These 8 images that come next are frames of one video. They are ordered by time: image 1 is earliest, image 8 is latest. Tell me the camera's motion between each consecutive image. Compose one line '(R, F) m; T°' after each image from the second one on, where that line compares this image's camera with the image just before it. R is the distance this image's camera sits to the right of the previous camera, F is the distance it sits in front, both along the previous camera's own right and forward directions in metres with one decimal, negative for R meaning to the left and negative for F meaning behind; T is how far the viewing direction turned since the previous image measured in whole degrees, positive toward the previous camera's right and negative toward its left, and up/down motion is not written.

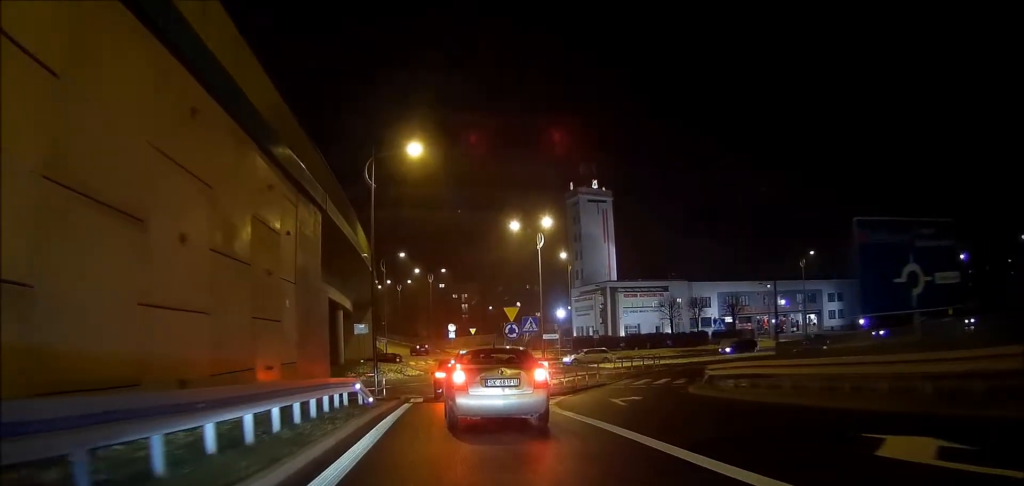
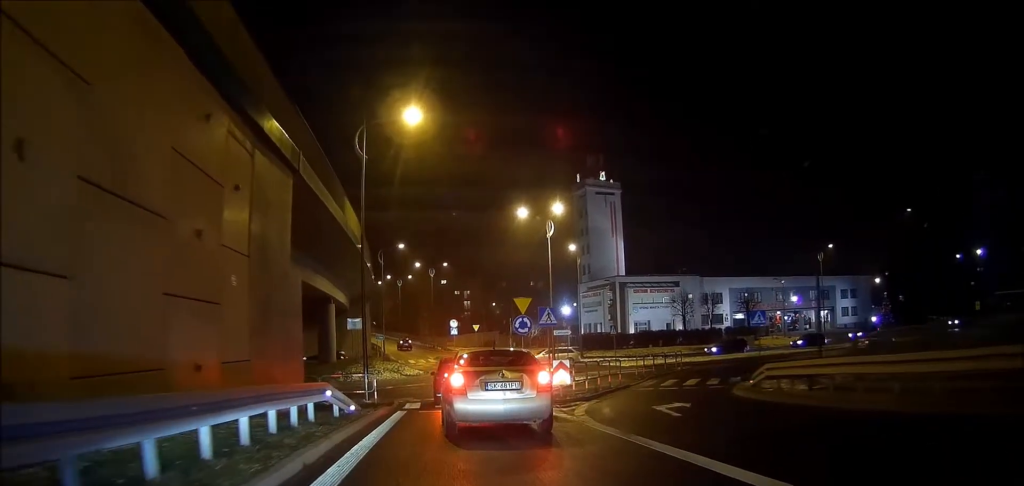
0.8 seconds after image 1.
(0.0, +4.0) m; 0°
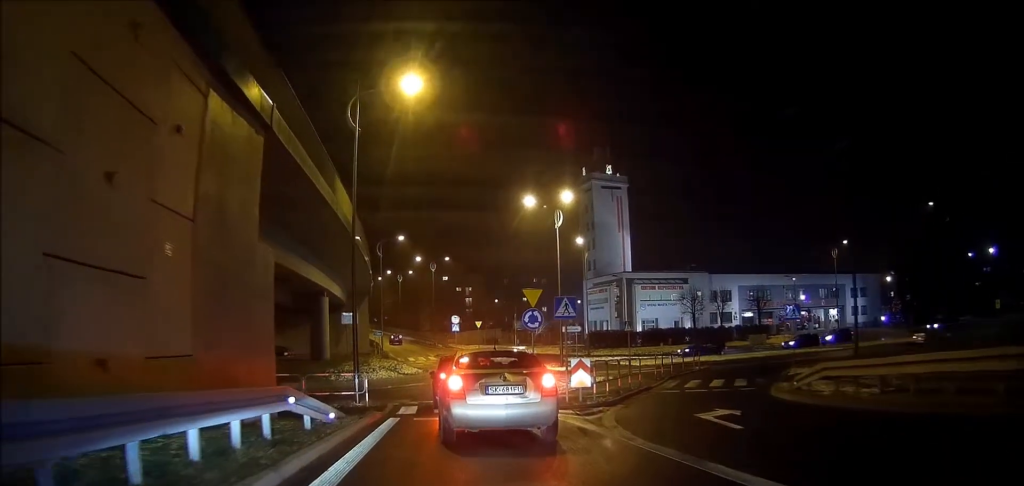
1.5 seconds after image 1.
(0.0, +3.1) m; -1°
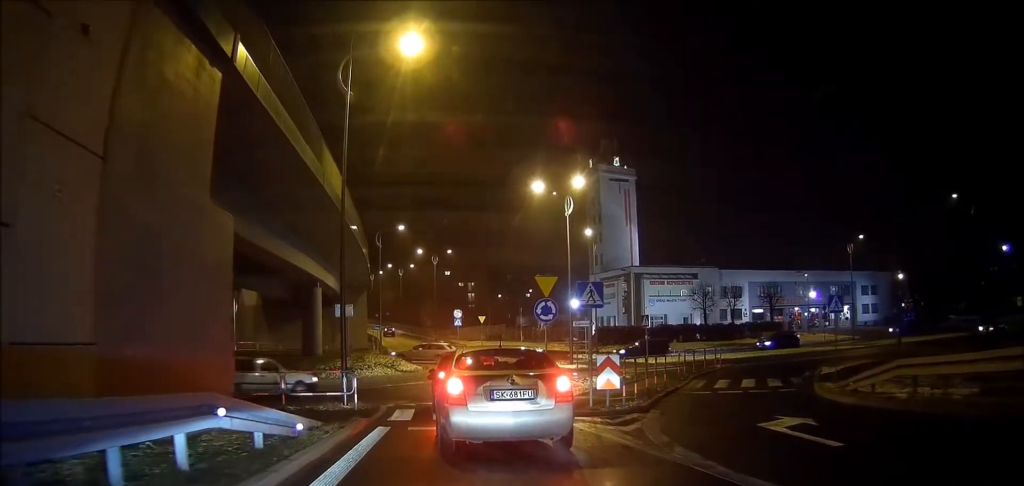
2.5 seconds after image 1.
(0.0, +3.2) m; 0°
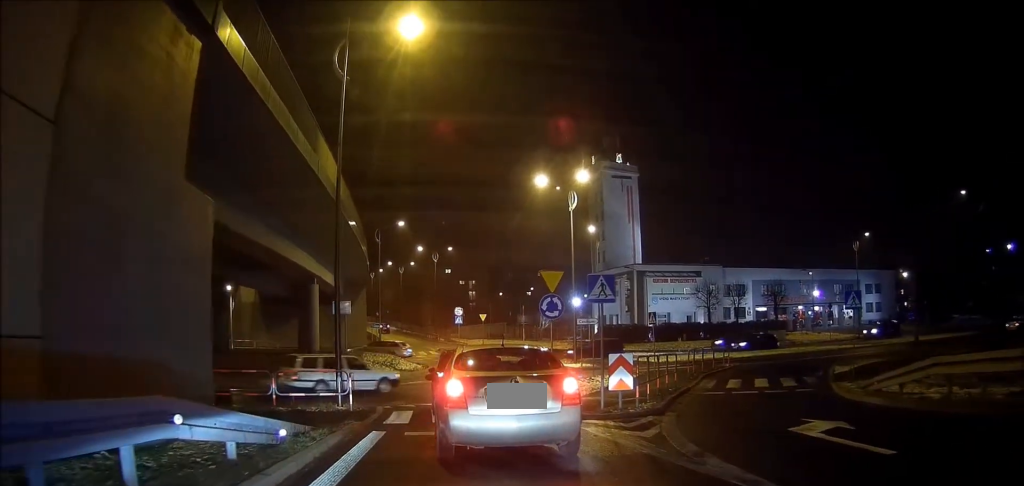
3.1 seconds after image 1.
(0.0, +1.2) m; +1°
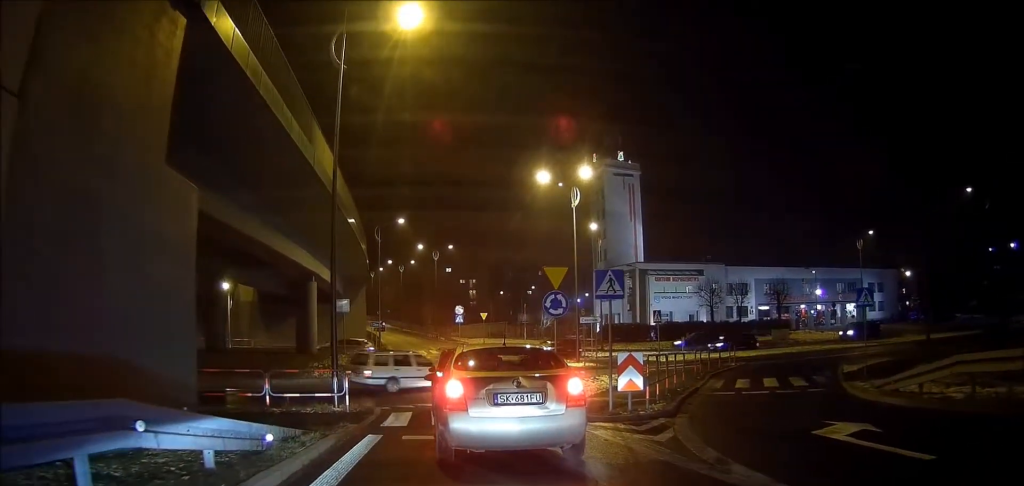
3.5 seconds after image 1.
(0.0, +1.0) m; +1°
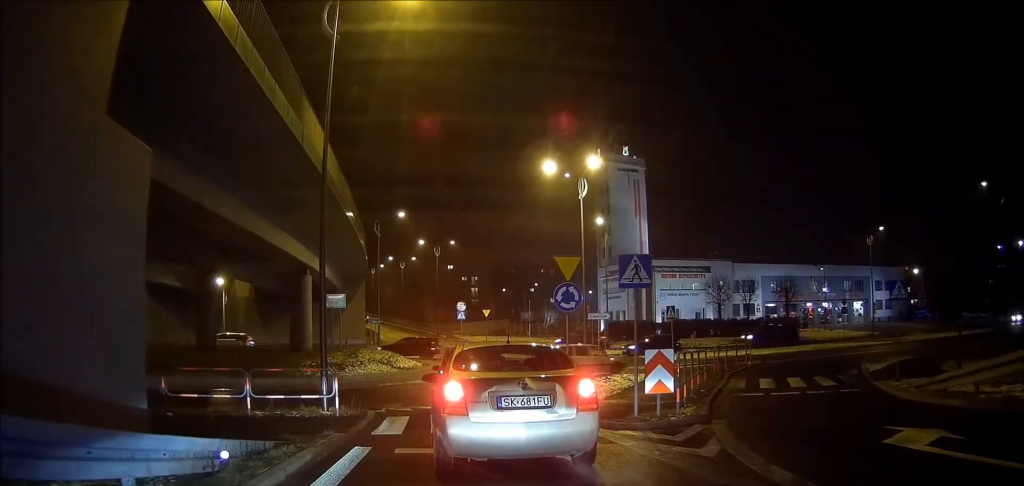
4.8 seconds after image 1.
(+0.1, +2.0) m; +4°
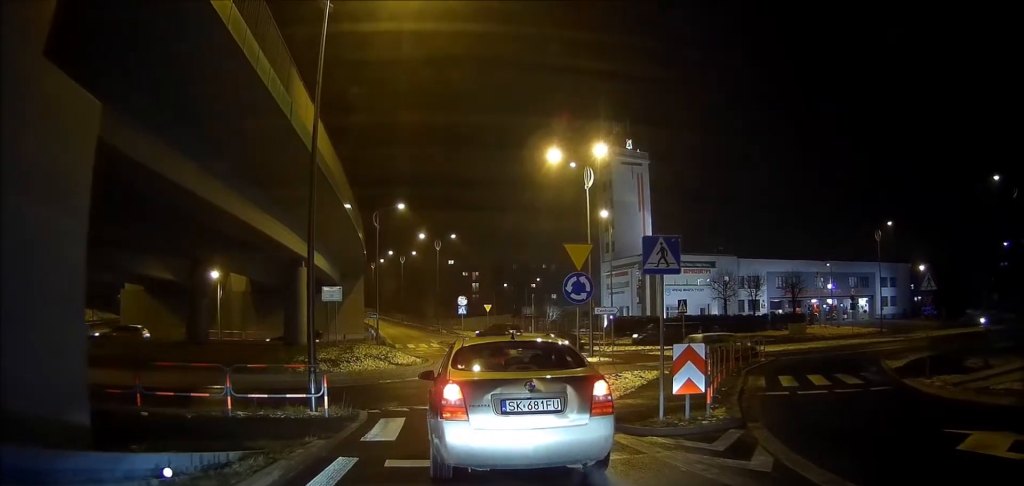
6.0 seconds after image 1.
(0.0, +1.3) m; 0°
